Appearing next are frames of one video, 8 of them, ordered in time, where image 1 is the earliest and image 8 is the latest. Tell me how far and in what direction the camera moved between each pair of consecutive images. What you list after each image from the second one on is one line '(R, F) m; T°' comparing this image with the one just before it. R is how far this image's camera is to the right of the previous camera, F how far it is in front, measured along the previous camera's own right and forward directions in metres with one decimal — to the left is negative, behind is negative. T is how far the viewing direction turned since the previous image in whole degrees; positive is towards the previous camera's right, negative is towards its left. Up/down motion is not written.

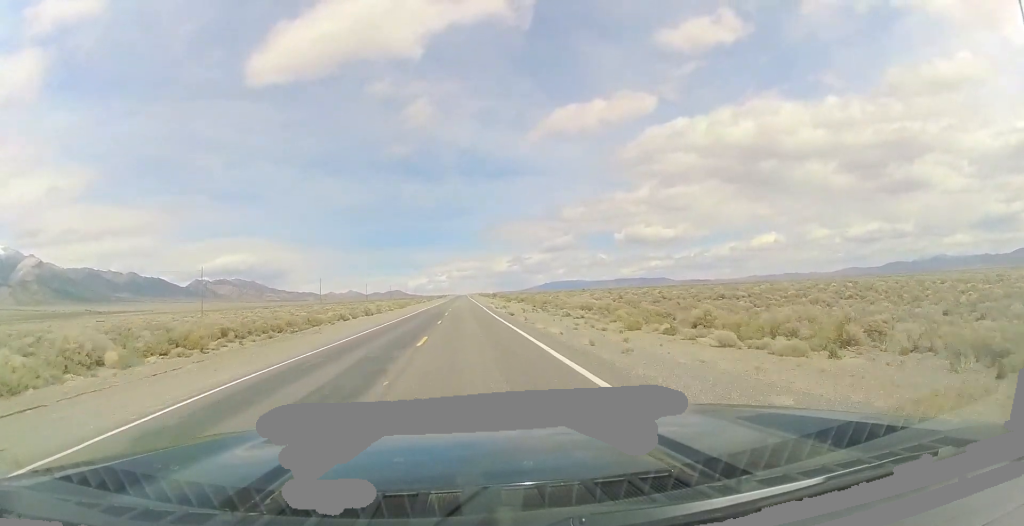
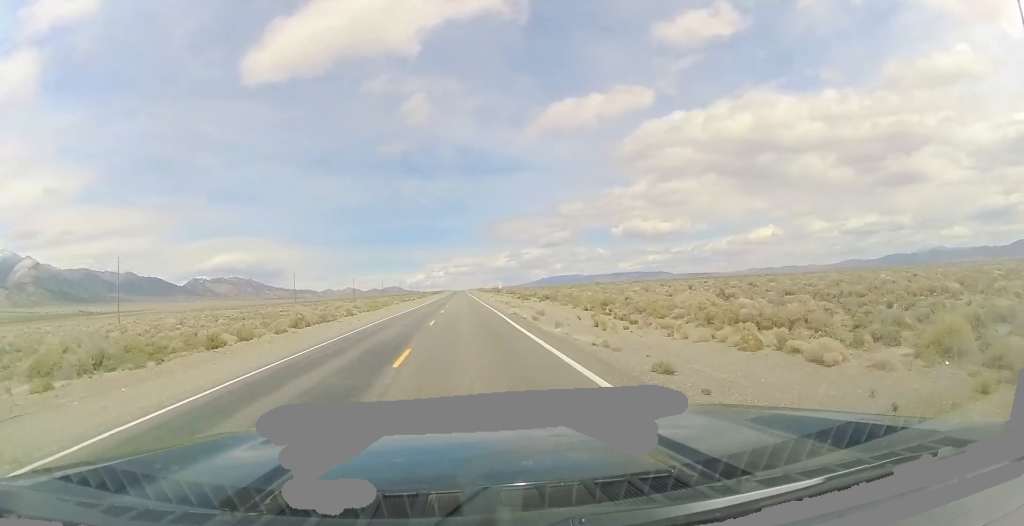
(+0.5, +33.1) m; 0°
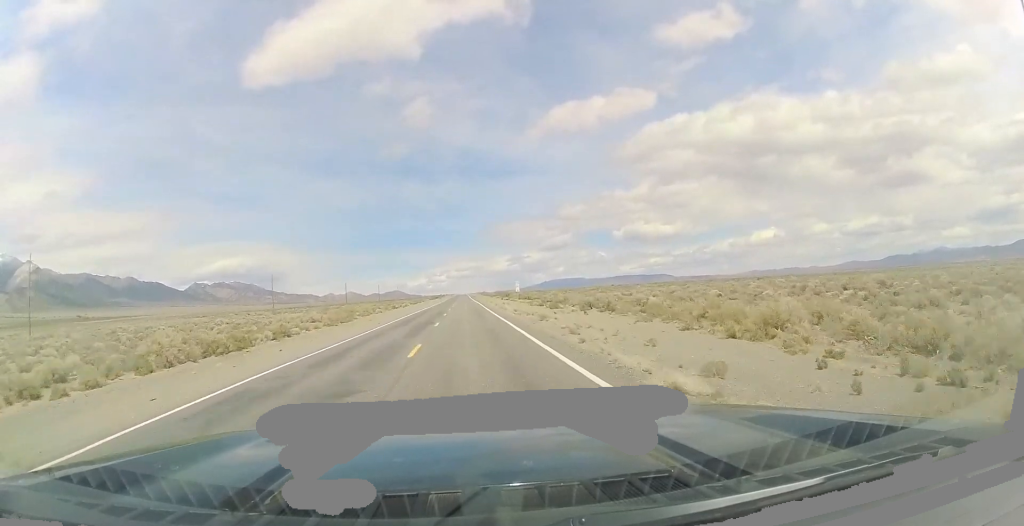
(-0.1, +24.4) m; 0°
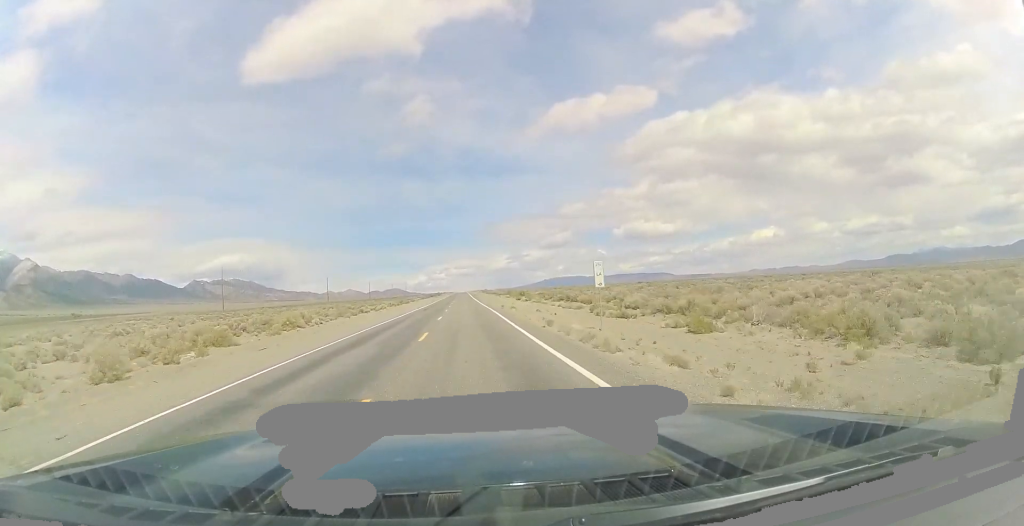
(-0.3, +36.7) m; -1°
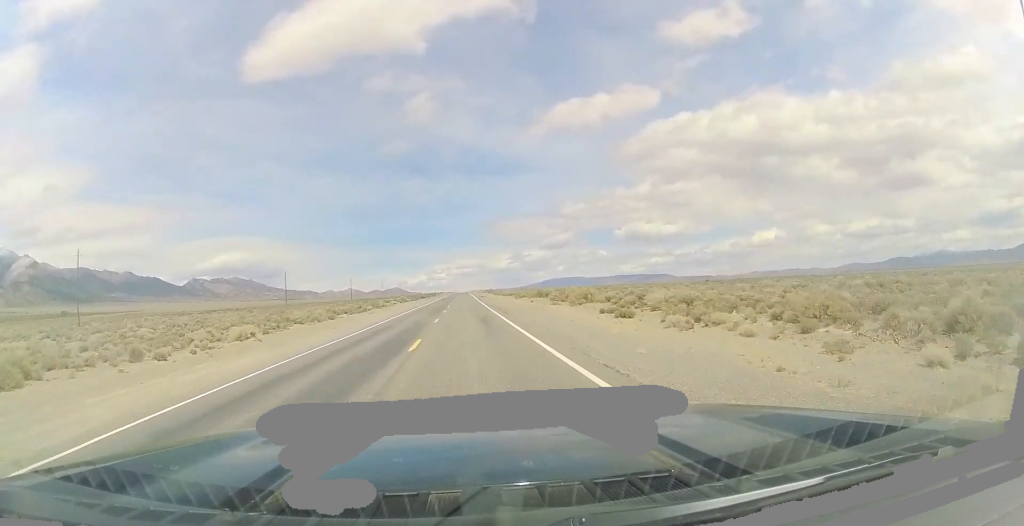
(-0.8, +57.3) m; -3°
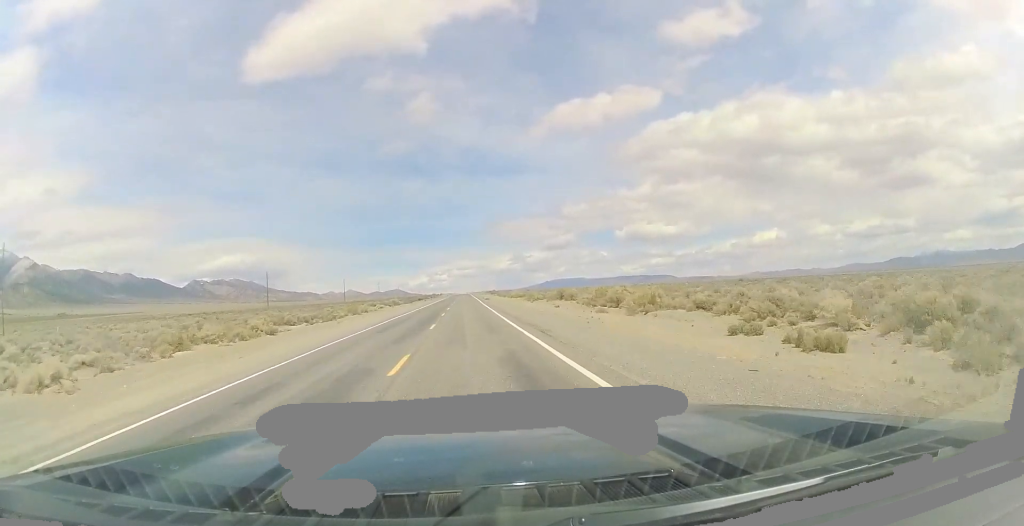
(-0.3, +18.3) m; 0°
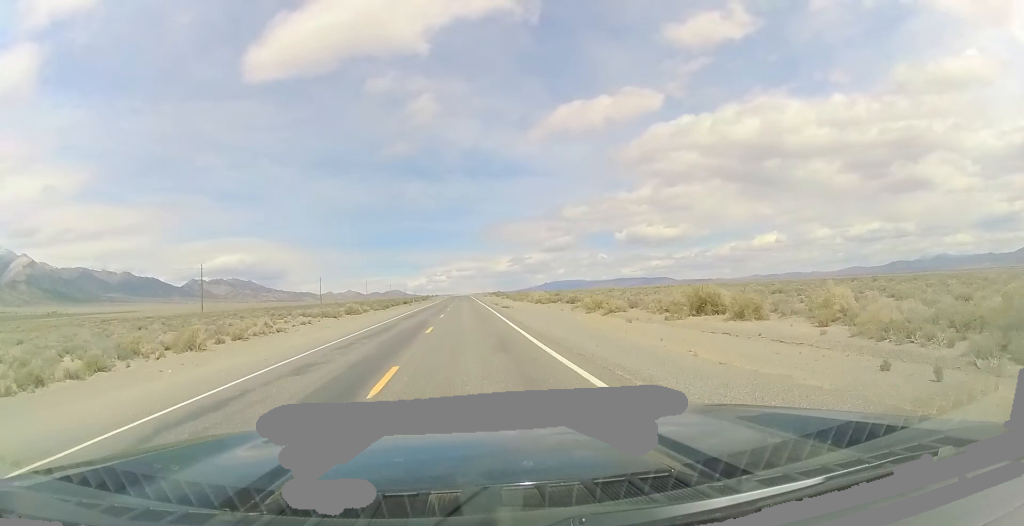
(+0.2, +42.8) m; +1°
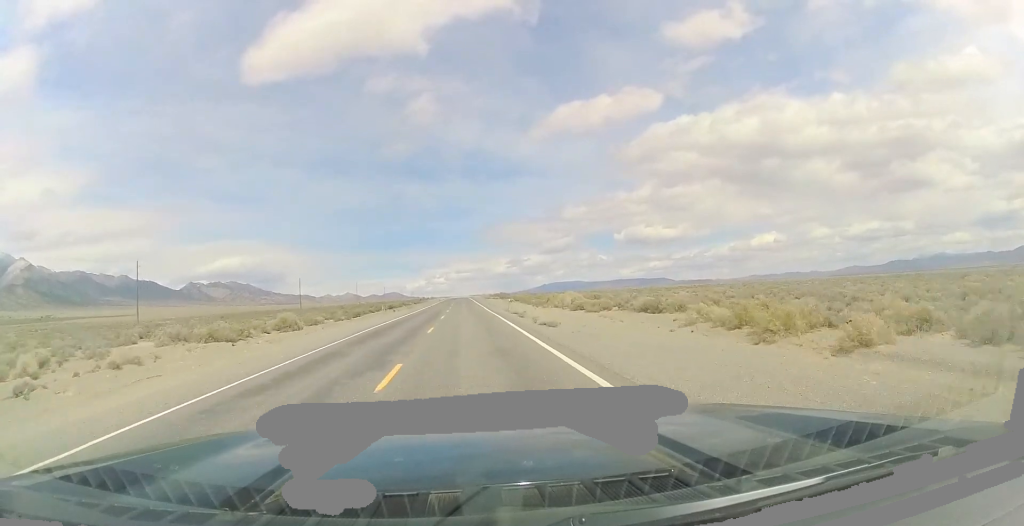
(+0.4, +26.9) m; +1°
